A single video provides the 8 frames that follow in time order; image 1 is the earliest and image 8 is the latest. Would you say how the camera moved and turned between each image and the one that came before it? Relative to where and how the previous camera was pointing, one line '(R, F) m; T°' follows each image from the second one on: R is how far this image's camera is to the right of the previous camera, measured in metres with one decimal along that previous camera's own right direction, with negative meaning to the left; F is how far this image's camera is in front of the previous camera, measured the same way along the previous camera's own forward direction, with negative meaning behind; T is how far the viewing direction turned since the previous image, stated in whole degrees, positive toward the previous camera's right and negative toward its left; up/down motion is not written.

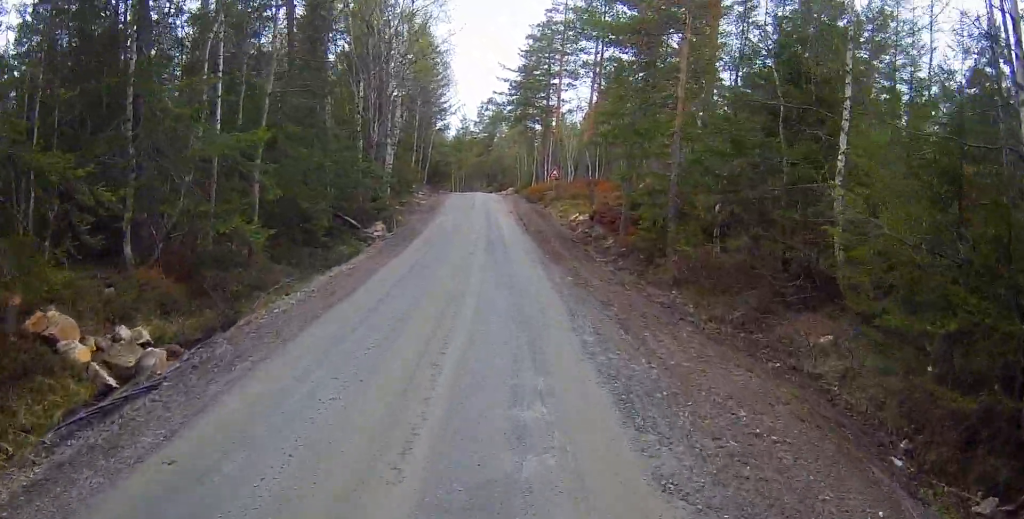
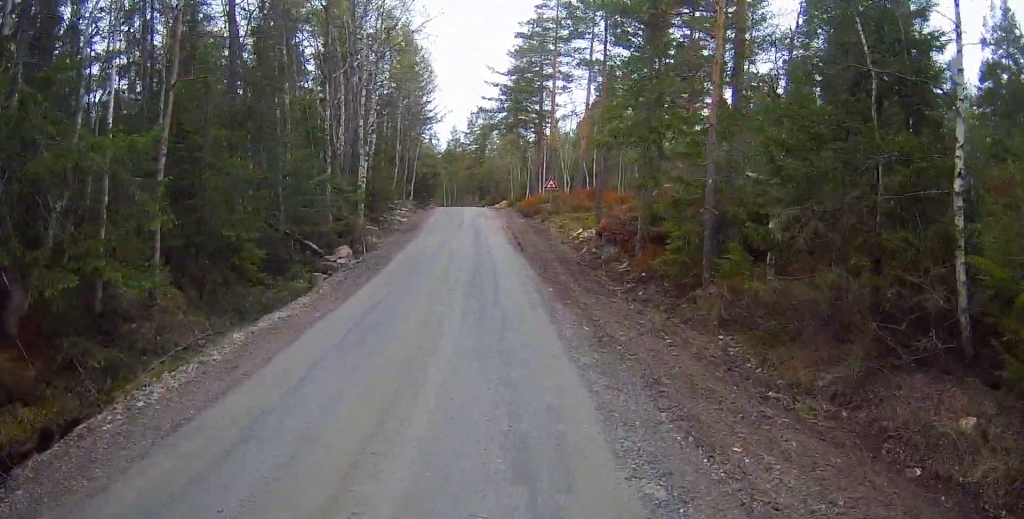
(0.0, +3.9) m; 0°
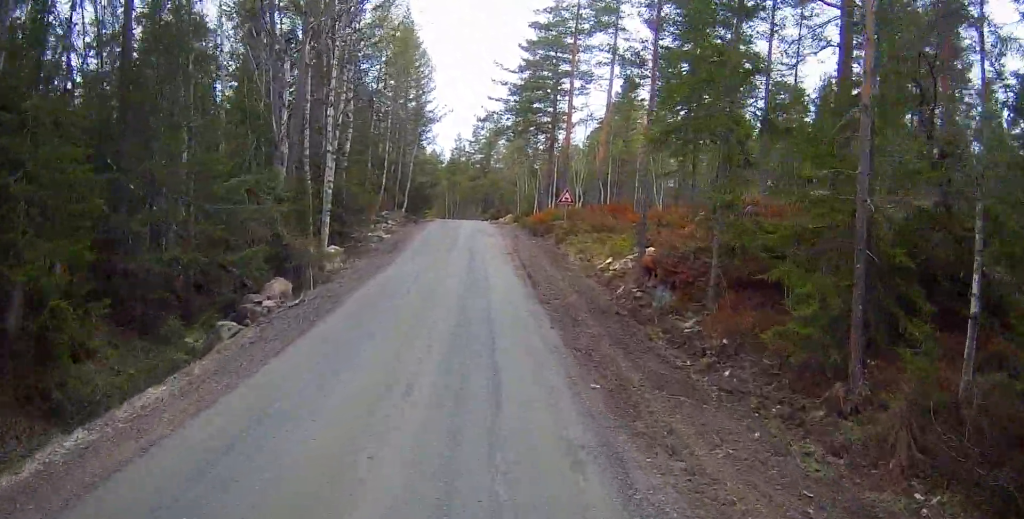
(+0.4, +5.9) m; -3°
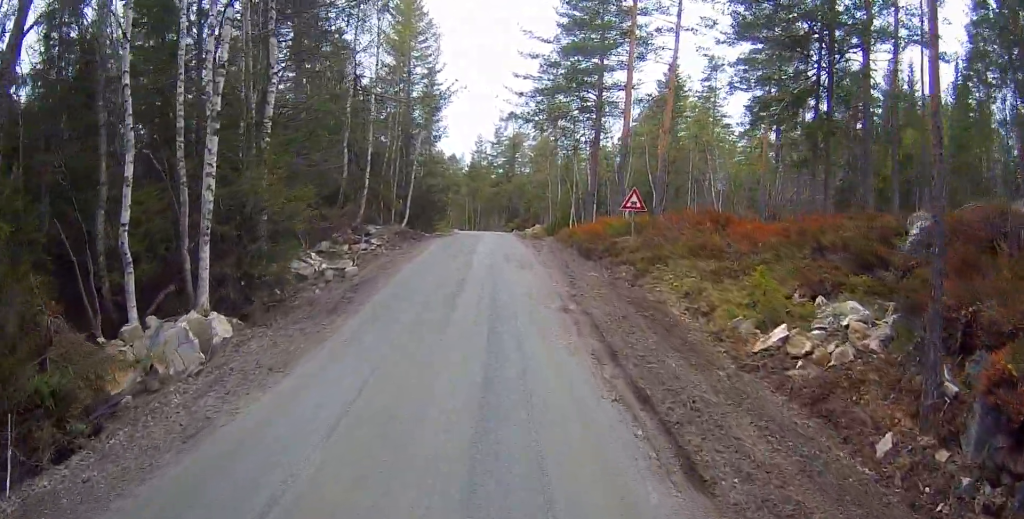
(-0.9, +9.9) m; -2°
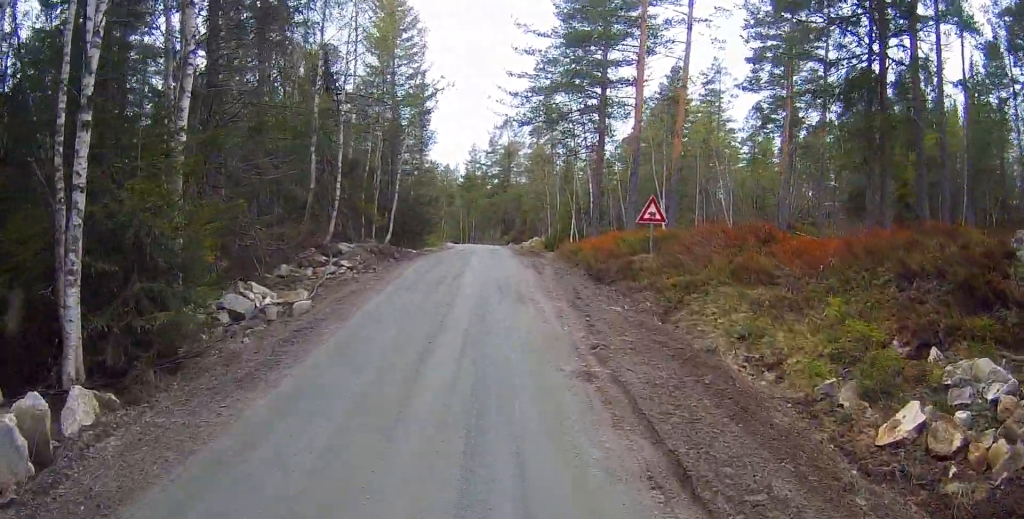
(+0.1, +3.5) m; +1°
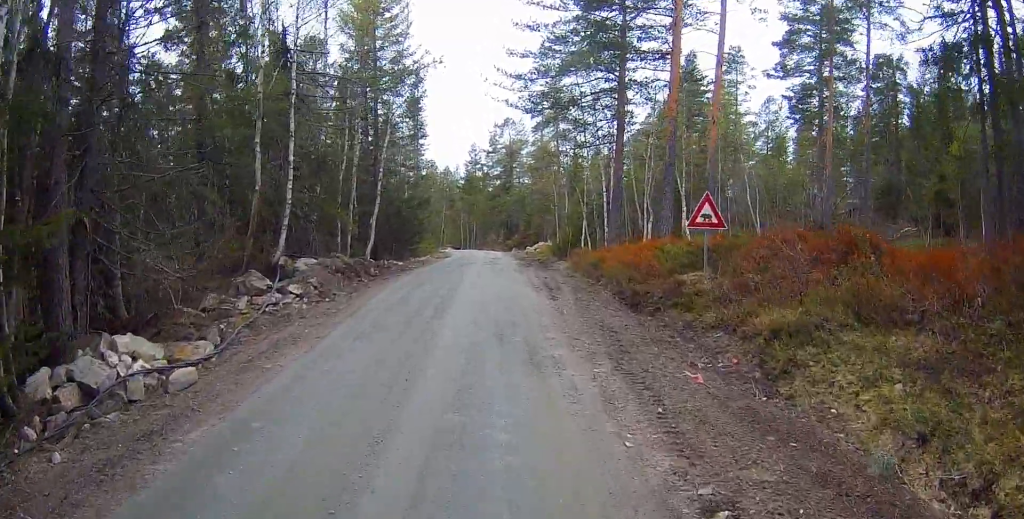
(0.0, +5.0) m; +1°
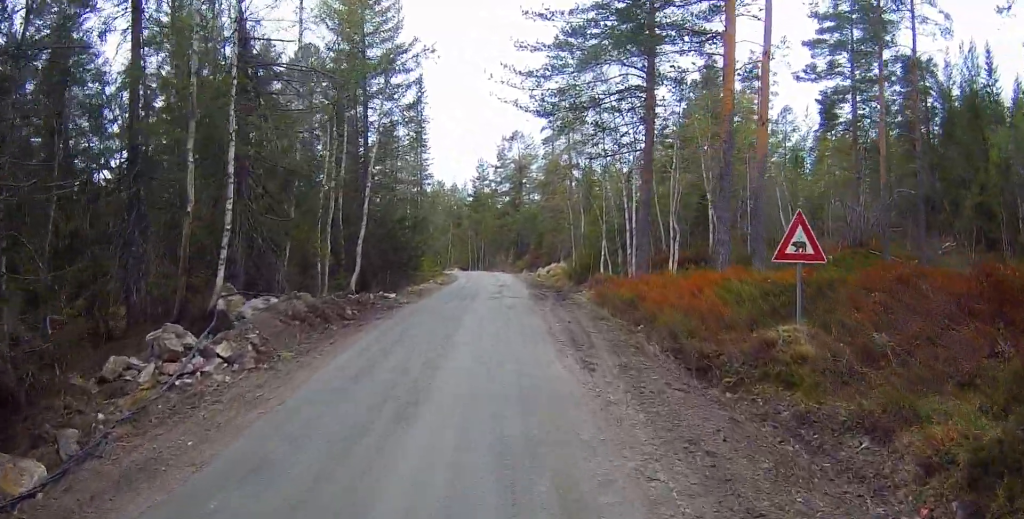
(+0.1, +4.1) m; 0°
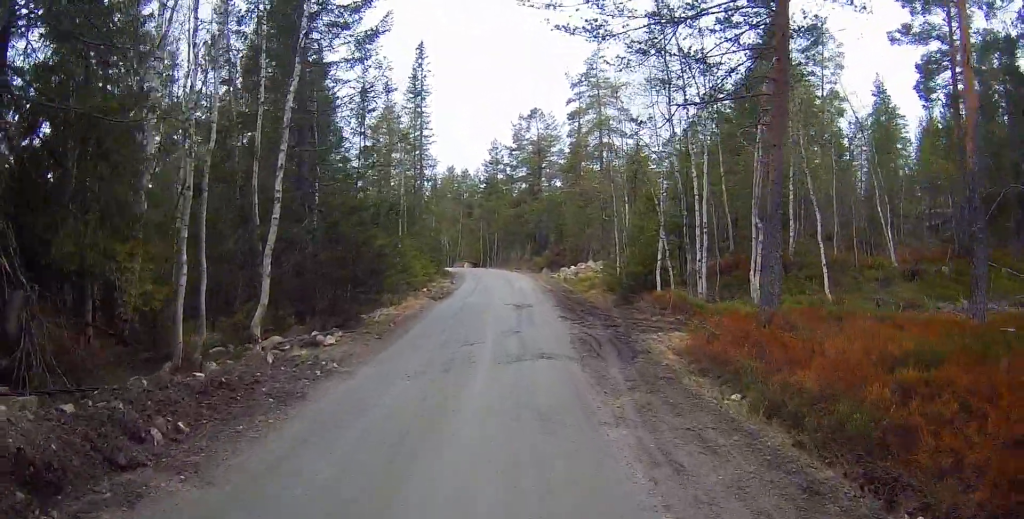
(+0.9, +9.3) m; -2°
